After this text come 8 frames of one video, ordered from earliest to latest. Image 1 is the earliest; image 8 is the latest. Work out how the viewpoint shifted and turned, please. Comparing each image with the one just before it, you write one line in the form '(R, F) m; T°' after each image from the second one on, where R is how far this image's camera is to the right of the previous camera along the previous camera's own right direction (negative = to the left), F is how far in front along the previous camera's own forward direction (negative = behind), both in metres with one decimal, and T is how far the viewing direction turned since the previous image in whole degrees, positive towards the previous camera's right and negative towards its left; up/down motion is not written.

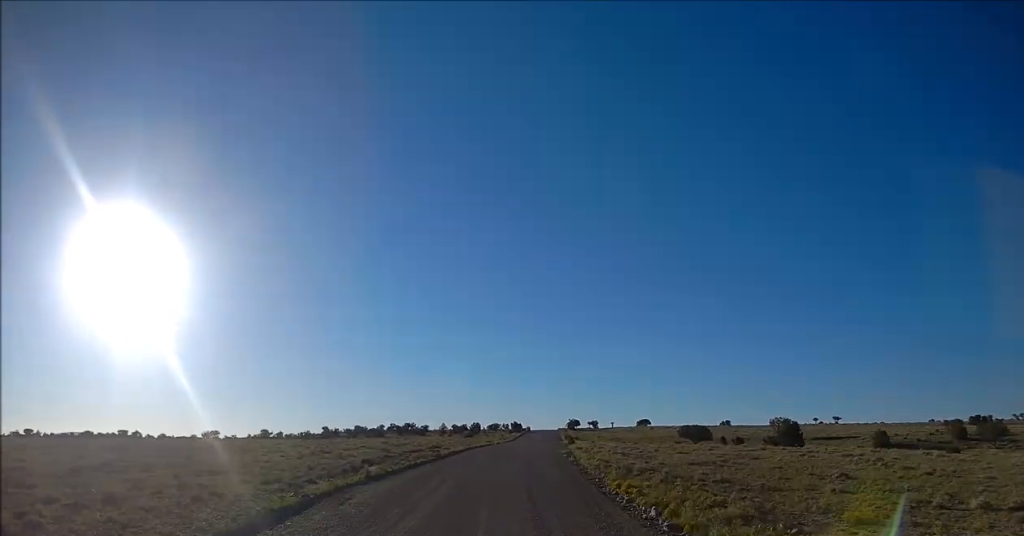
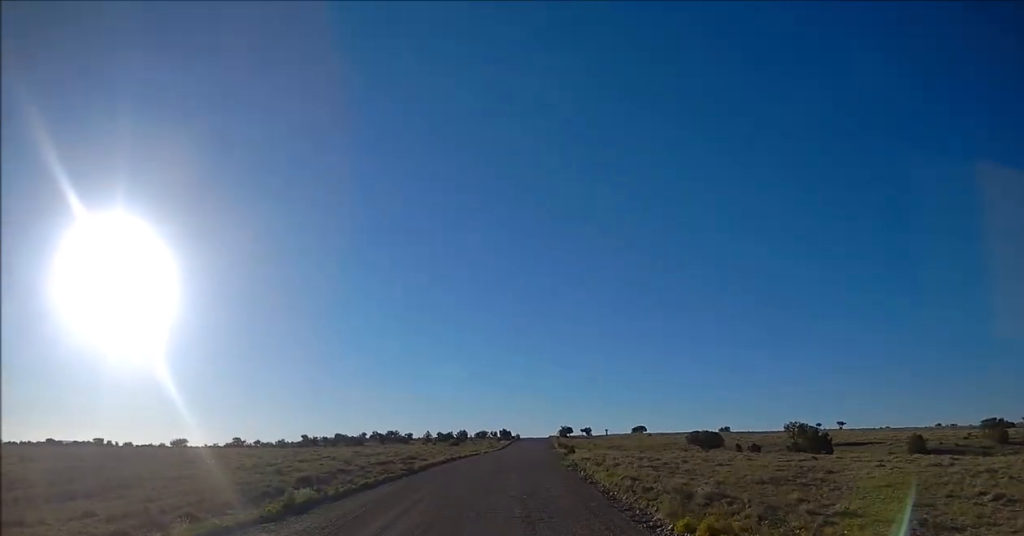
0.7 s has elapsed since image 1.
(+0.4, +9.9) m; +1°
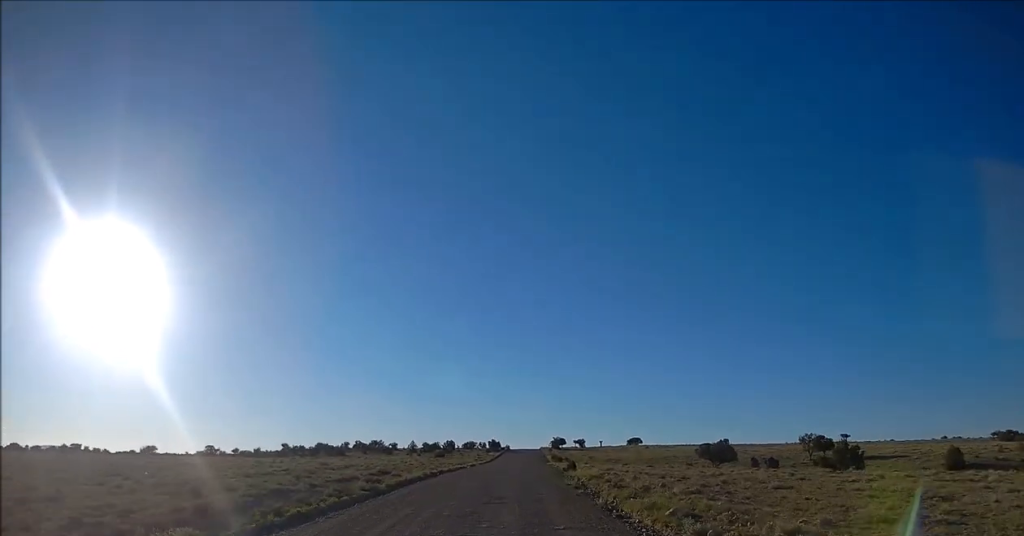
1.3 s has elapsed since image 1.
(+0.1, +9.0) m; 0°
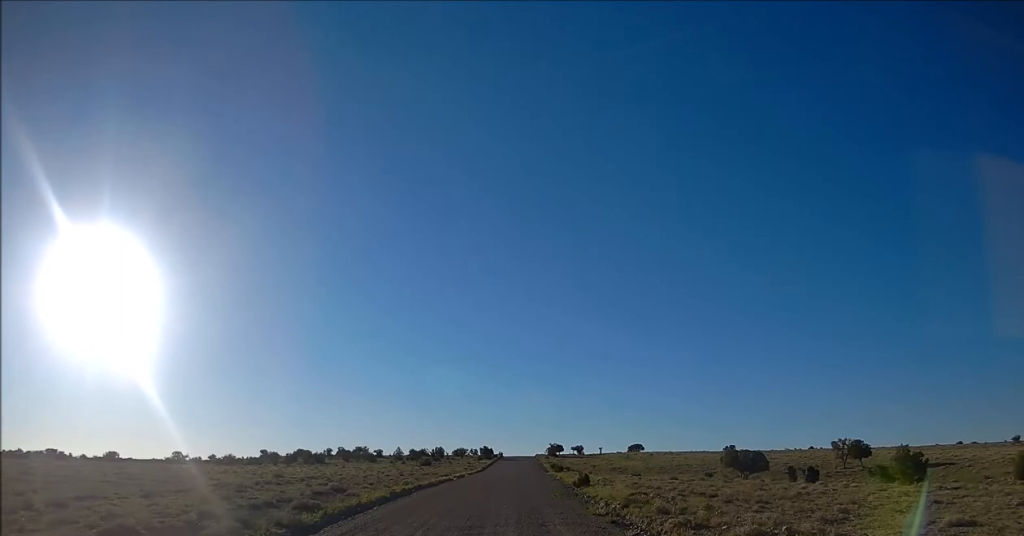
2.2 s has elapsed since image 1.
(-0.2, +12.3) m; 0°
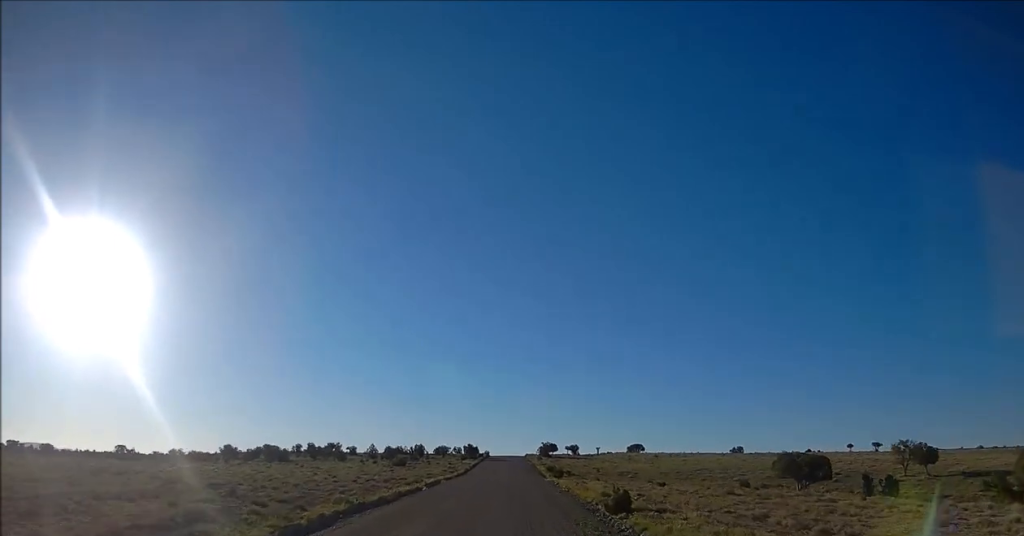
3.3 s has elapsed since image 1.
(0.0, +16.0) m; 0°
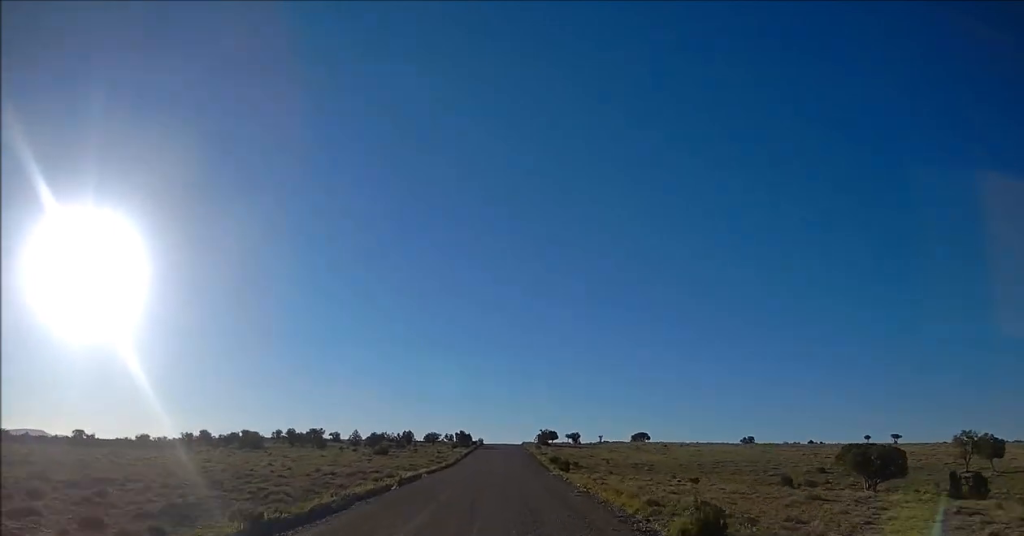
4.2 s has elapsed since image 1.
(0.0, +10.9) m; +1°
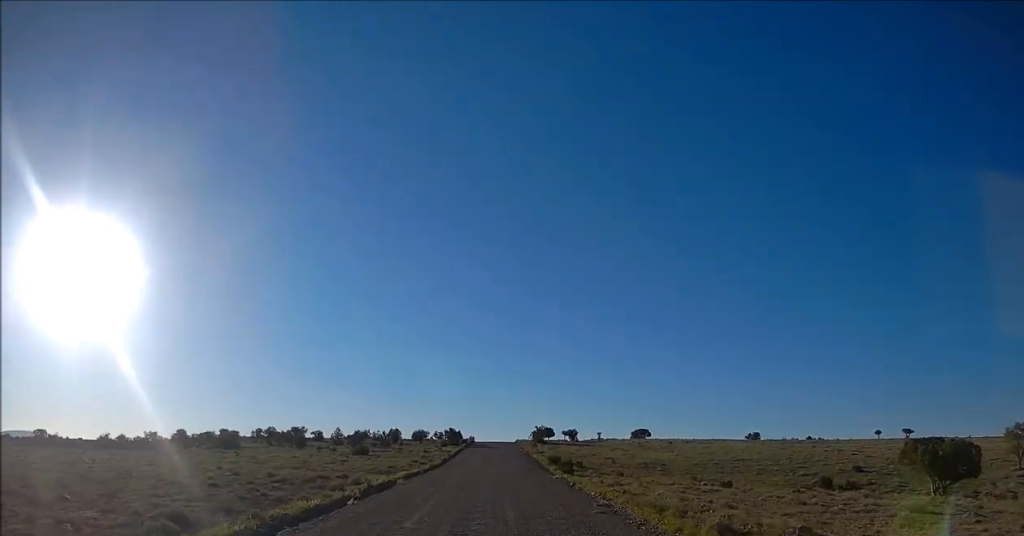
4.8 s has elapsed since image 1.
(-0.2, +8.1) m; +1°
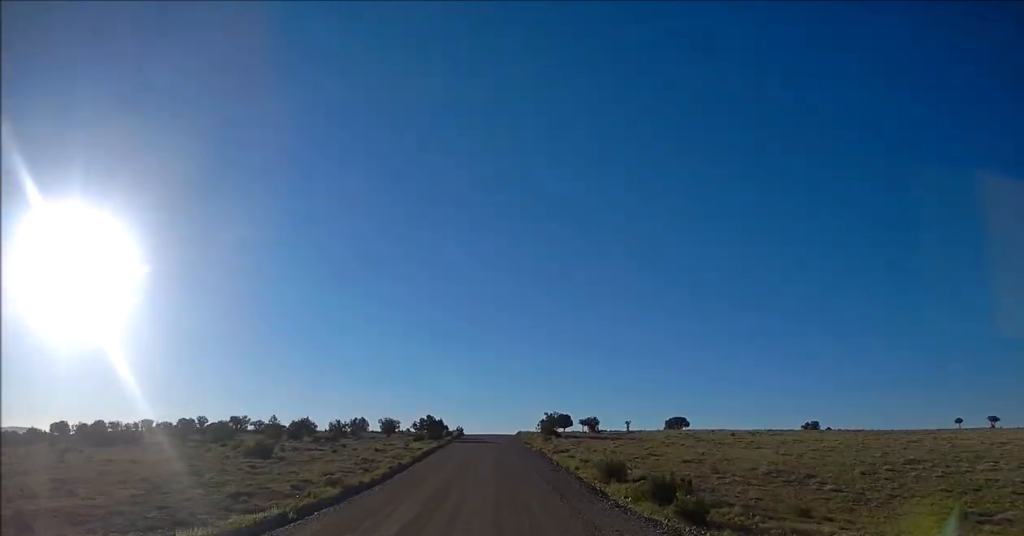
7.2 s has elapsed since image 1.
(+0.7, +31.7) m; +1°
